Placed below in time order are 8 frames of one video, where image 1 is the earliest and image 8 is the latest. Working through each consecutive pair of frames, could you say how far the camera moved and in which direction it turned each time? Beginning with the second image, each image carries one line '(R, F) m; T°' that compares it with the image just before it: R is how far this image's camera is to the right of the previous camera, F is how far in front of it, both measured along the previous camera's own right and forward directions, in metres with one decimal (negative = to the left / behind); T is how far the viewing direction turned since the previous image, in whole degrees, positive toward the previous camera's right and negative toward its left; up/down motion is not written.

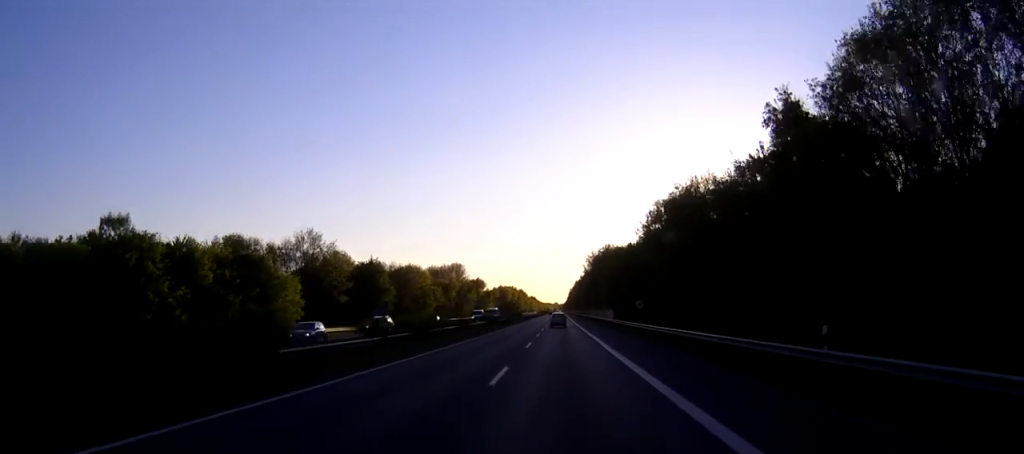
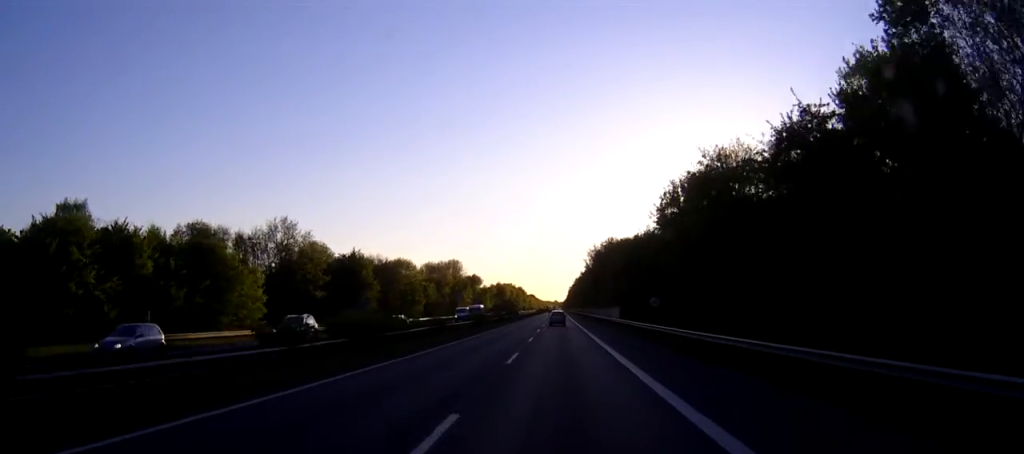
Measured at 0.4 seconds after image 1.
(0.0, +11.0) m; 0°
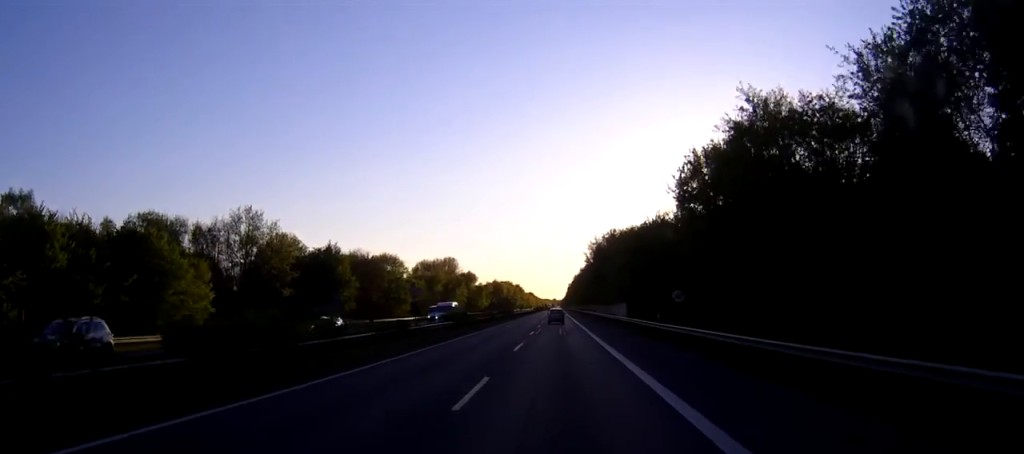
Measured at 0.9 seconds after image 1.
(0.0, +11.8) m; 0°
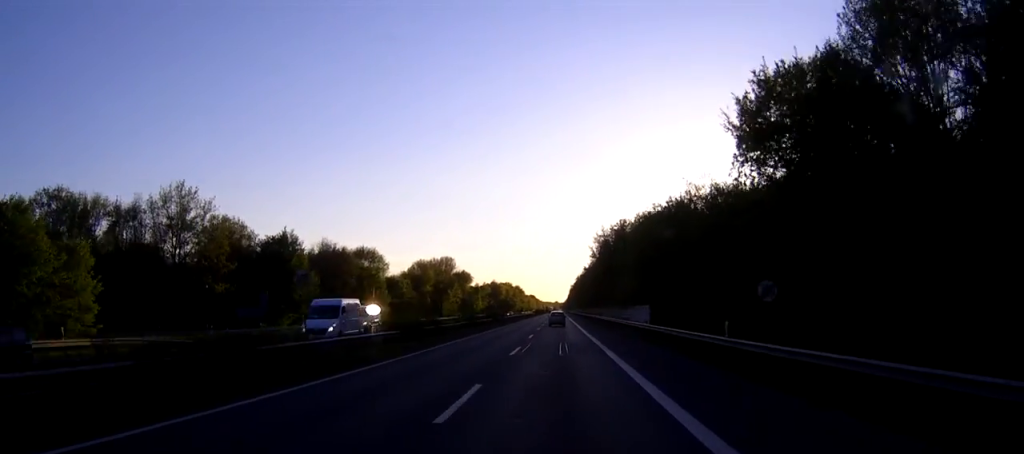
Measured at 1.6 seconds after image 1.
(0.0, +18.5) m; 0°
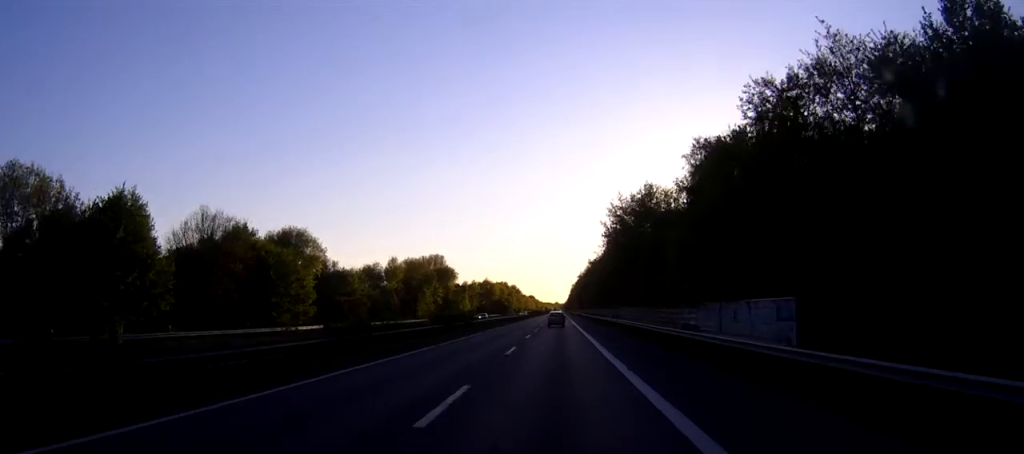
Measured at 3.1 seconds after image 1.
(-0.1, +36.1) m; 0°
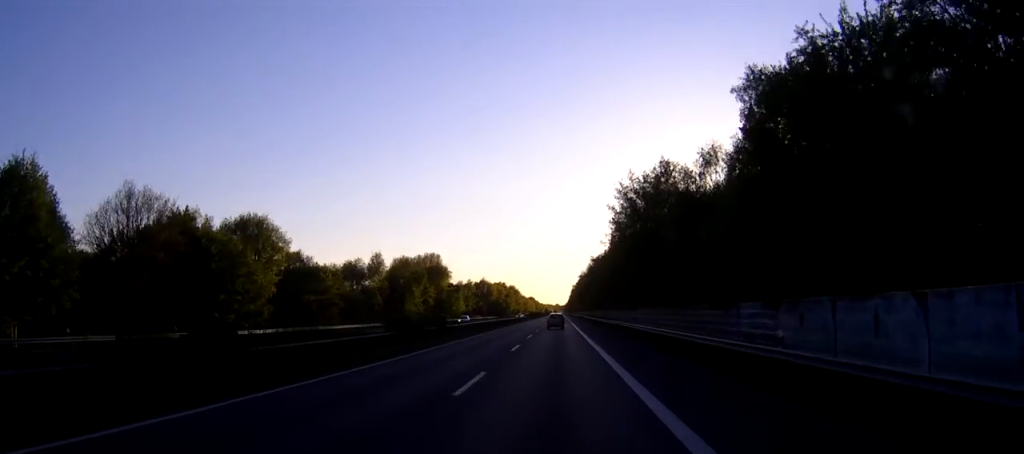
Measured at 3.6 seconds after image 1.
(0.0, +13.4) m; 0°
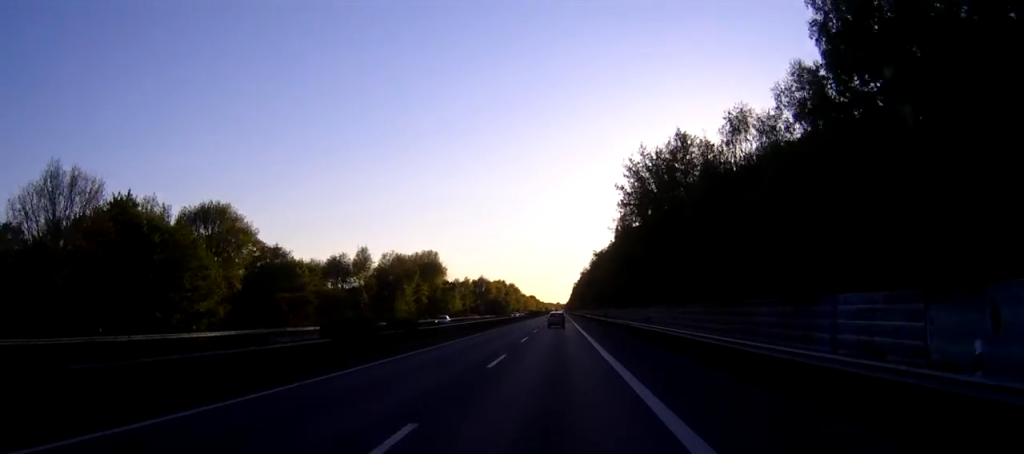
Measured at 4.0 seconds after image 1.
(0.0, +10.1) m; 0°
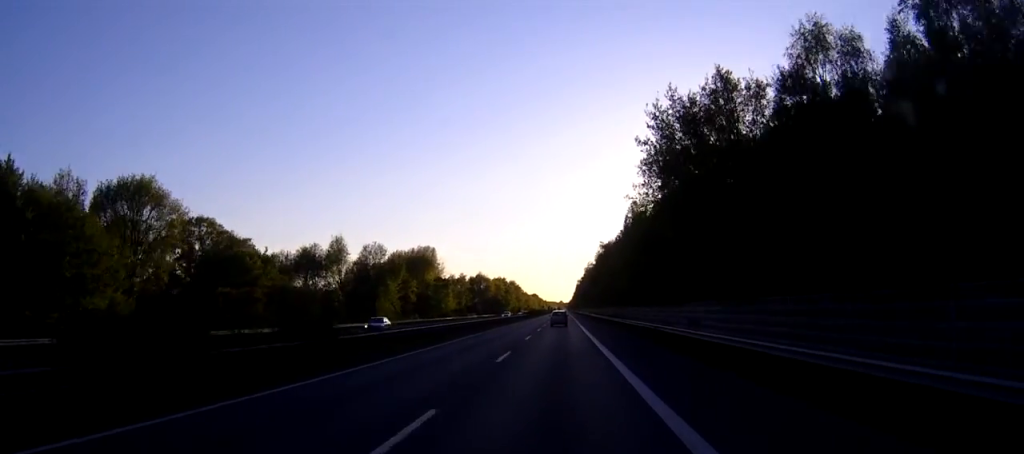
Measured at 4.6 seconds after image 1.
(-0.1, +15.9) m; 0°
